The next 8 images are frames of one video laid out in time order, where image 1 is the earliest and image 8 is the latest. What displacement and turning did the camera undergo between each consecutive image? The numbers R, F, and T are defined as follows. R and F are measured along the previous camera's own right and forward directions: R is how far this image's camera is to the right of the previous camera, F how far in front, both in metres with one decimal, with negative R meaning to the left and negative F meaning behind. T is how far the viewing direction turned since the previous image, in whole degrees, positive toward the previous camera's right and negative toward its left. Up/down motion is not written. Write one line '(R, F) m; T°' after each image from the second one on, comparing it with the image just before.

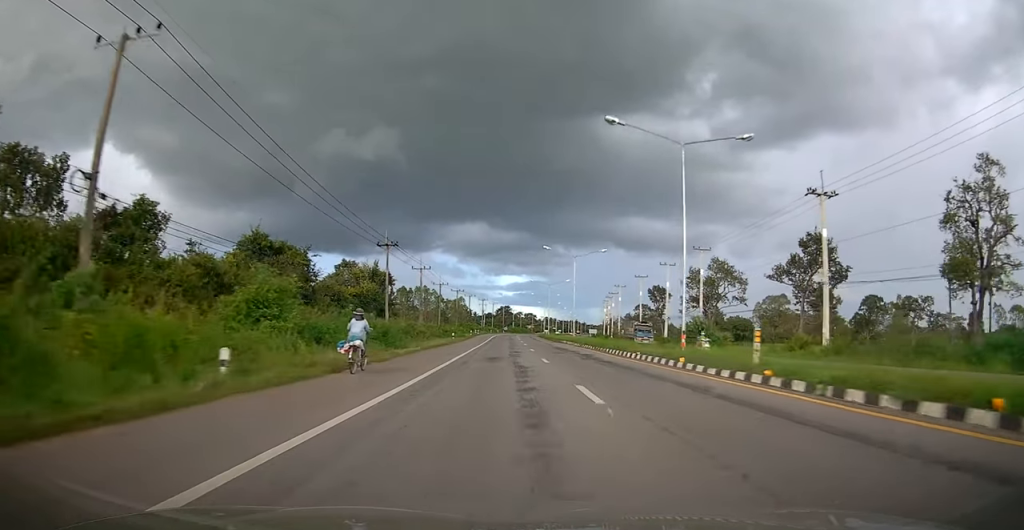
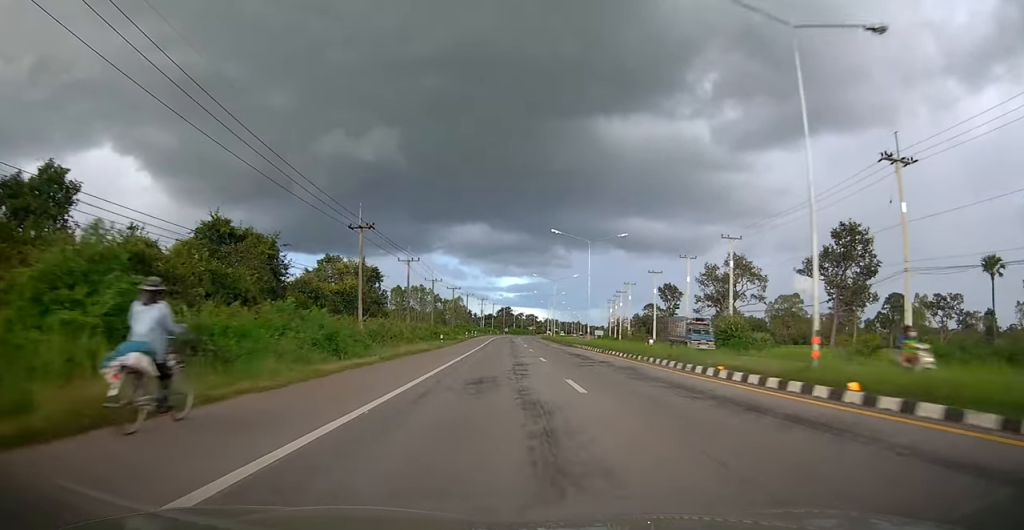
(0.0, +10.0) m; 0°
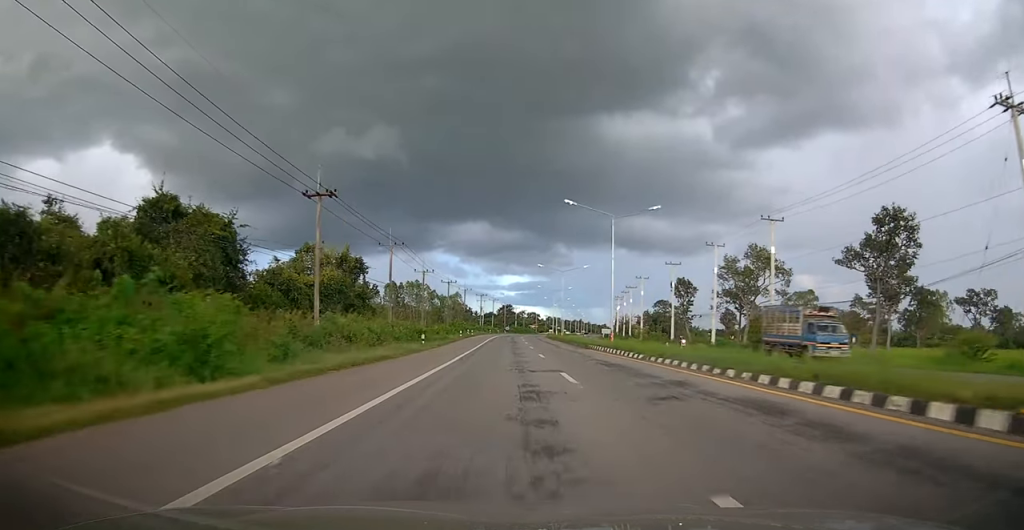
(0.0, +10.3) m; 0°
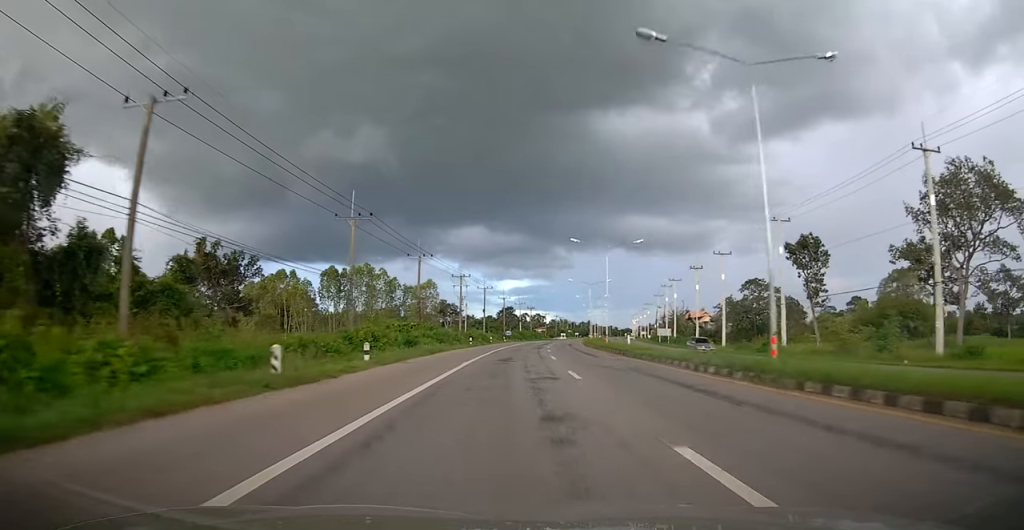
(+0.2, +57.8) m; +1°
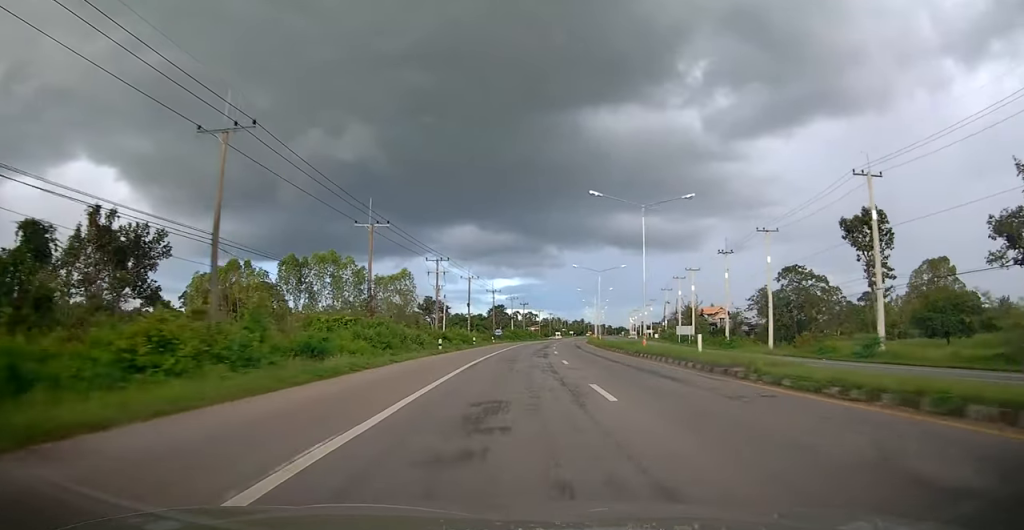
(+0.1, +17.1) m; 0°
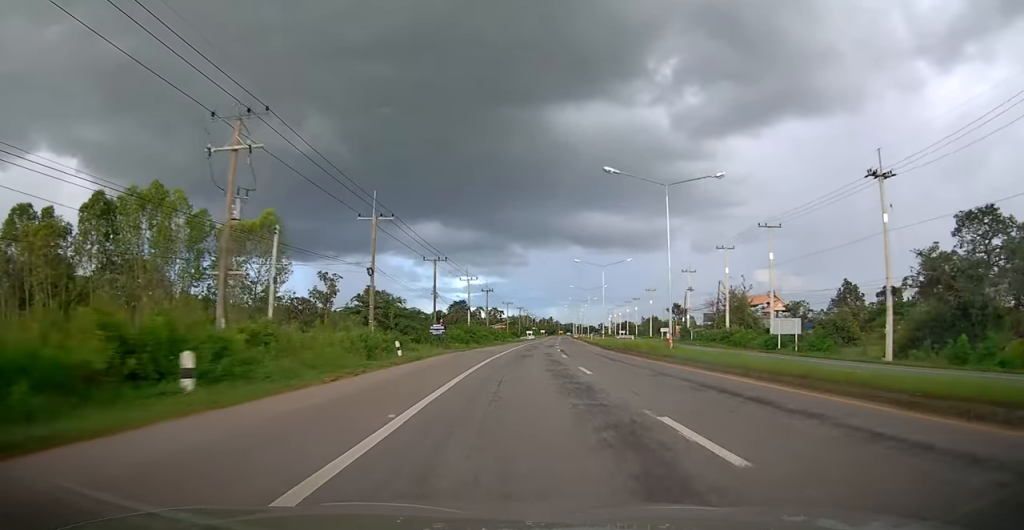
(+1.0, +41.2) m; +4°
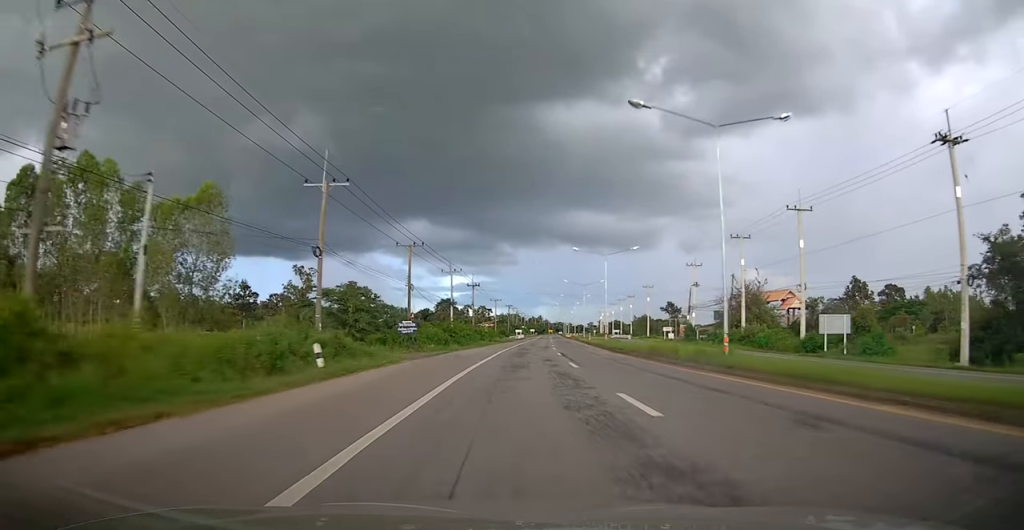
(+0.1, +8.8) m; +1°
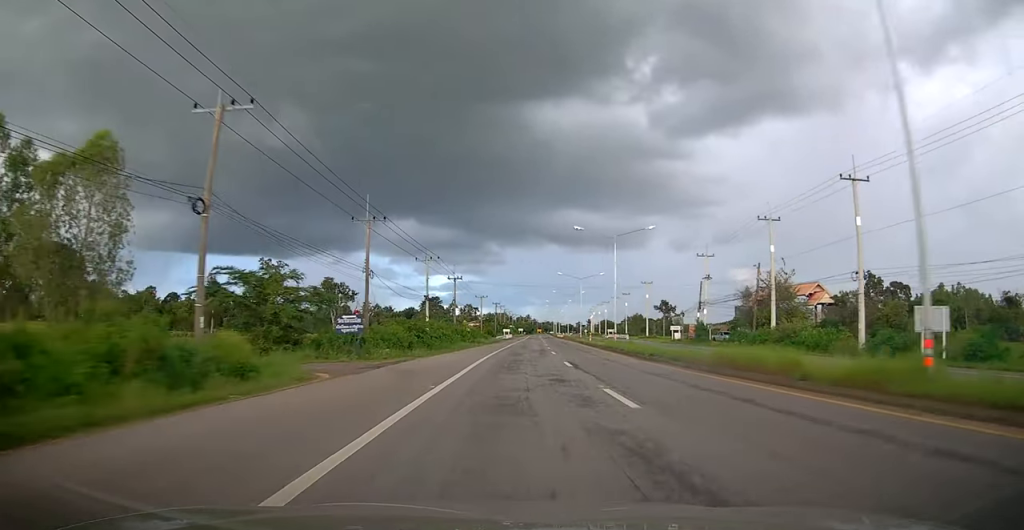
(+0.1, +10.9) m; +1°
